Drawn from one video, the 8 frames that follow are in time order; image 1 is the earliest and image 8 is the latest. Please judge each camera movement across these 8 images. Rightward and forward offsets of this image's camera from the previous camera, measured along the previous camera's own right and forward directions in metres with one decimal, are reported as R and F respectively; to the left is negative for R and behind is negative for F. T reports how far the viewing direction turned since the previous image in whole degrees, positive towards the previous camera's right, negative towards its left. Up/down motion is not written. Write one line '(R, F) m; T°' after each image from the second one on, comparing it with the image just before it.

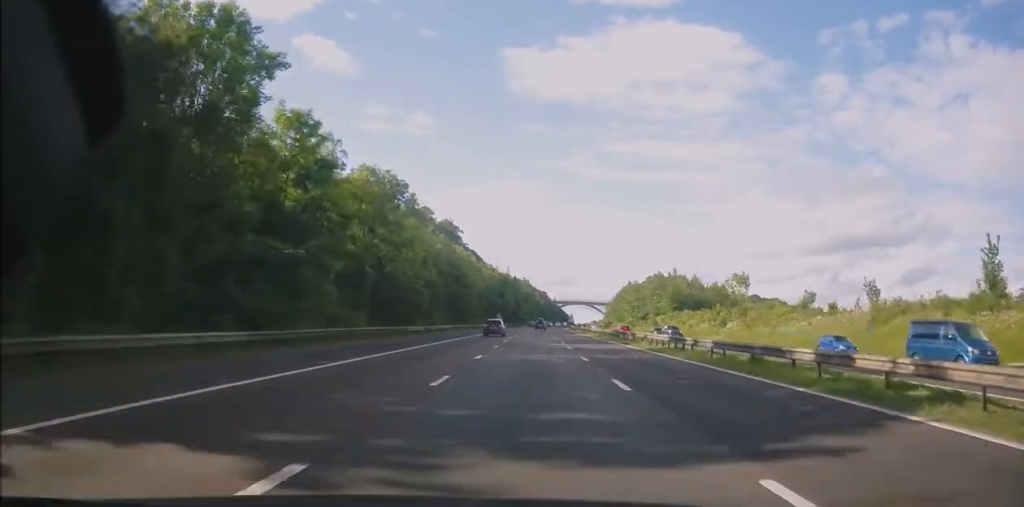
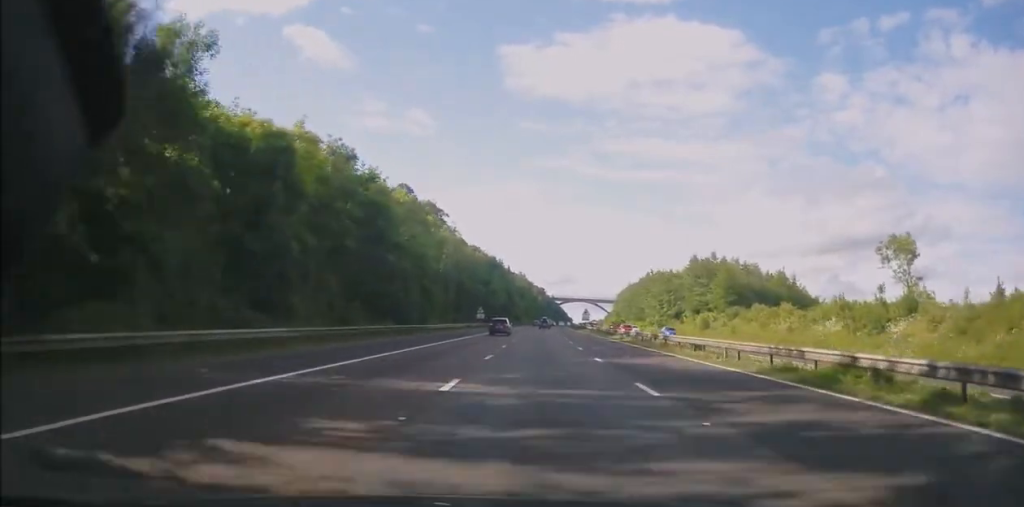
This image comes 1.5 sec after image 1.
(+0.3, +45.6) m; +1°
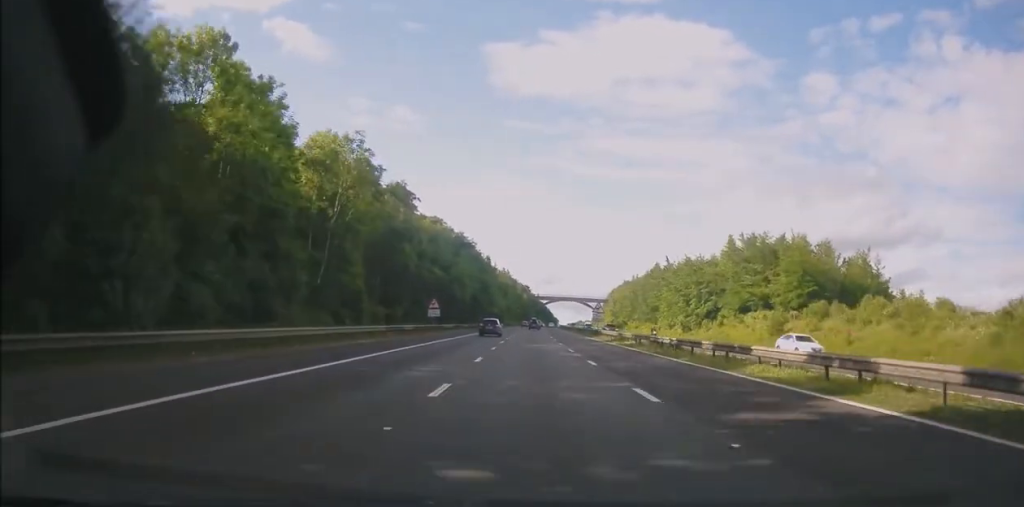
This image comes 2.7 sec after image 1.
(+0.2, +36.2) m; +1°
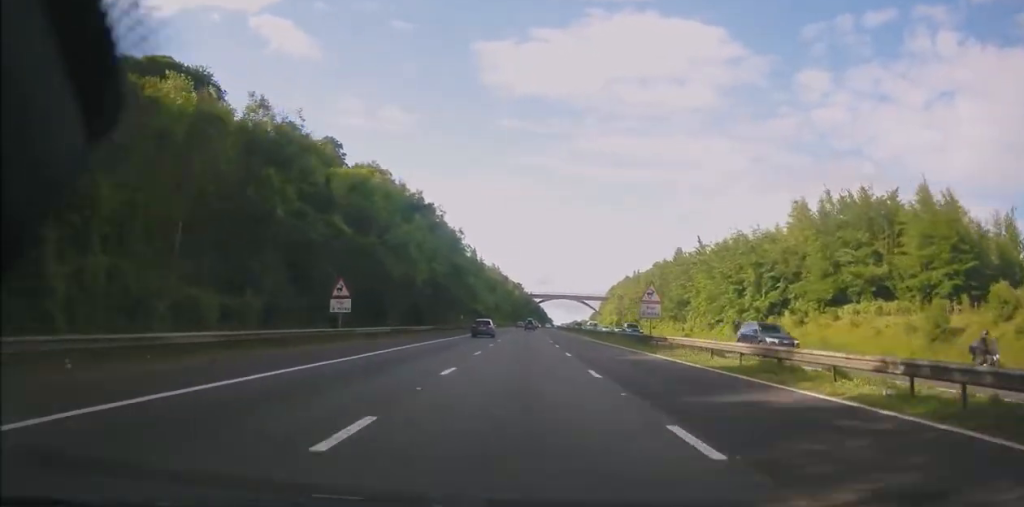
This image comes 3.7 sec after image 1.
(+0.3, +31.3) m; +1°
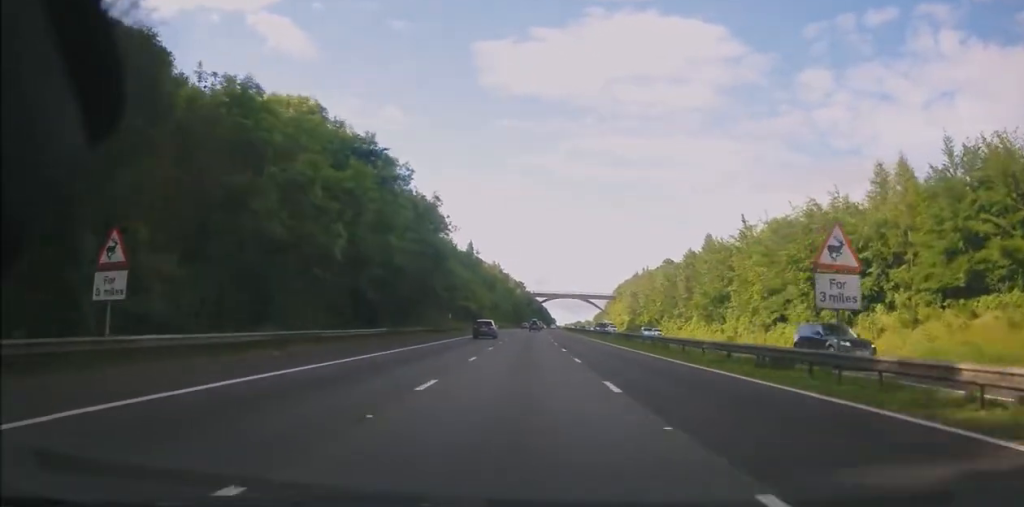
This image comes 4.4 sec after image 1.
(0.0, +21.4) m; 0°
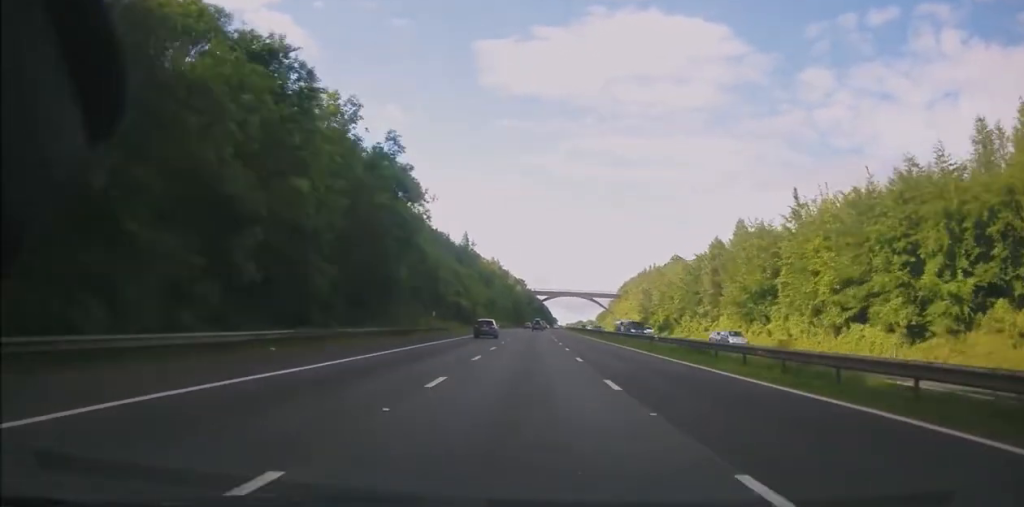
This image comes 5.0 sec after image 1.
(0.0, +17.3) m; 0°
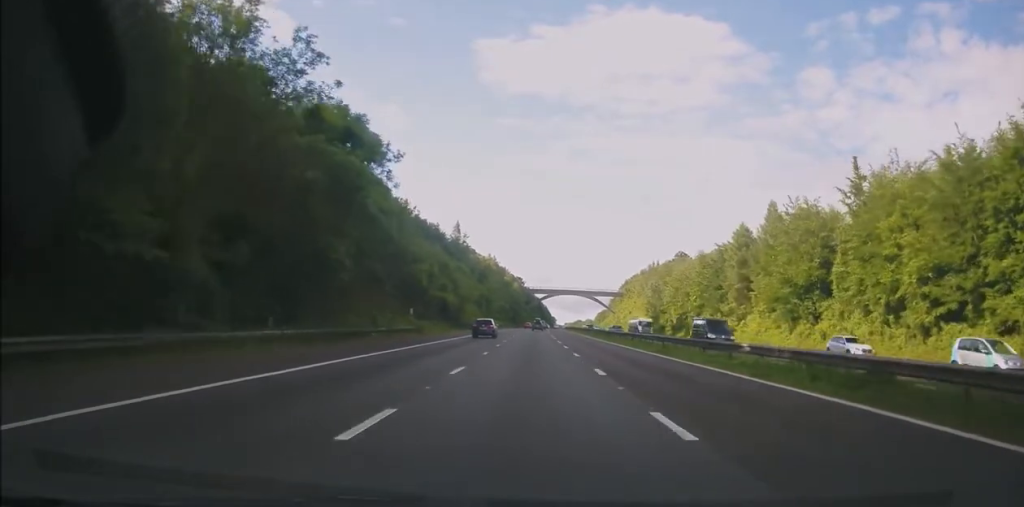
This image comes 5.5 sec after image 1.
(0.0, +14.4) m; 0°
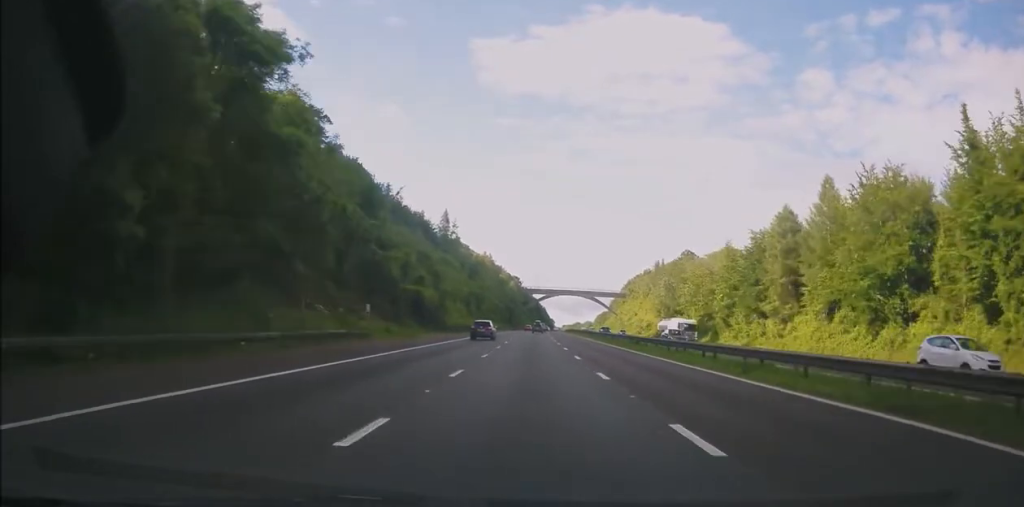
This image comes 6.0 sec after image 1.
(0.0, +17.4) m; 0°
